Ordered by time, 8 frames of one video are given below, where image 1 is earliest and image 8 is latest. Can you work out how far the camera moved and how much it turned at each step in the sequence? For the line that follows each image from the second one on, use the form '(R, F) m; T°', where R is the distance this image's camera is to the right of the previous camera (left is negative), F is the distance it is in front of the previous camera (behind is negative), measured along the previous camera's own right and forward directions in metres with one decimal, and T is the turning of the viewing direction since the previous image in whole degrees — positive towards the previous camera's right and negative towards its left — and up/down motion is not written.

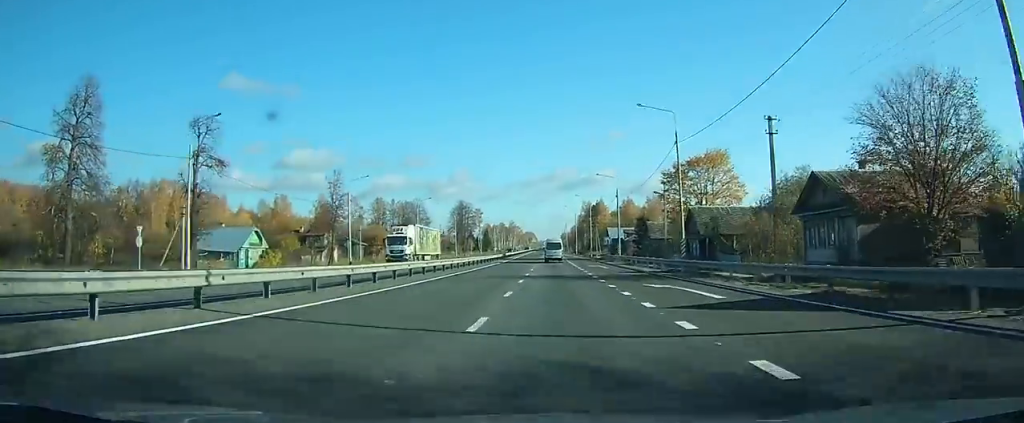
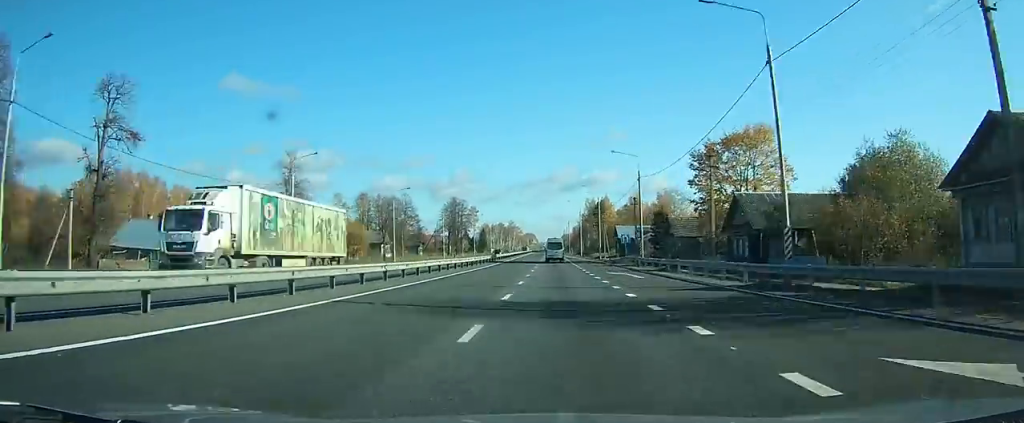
(0.0, +15.4) m; 0°
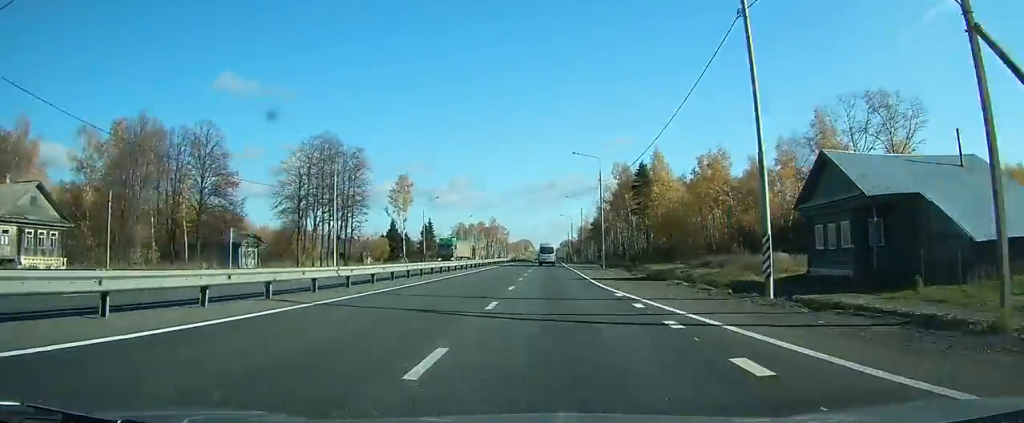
(+0.3, +105.5) m; 0°
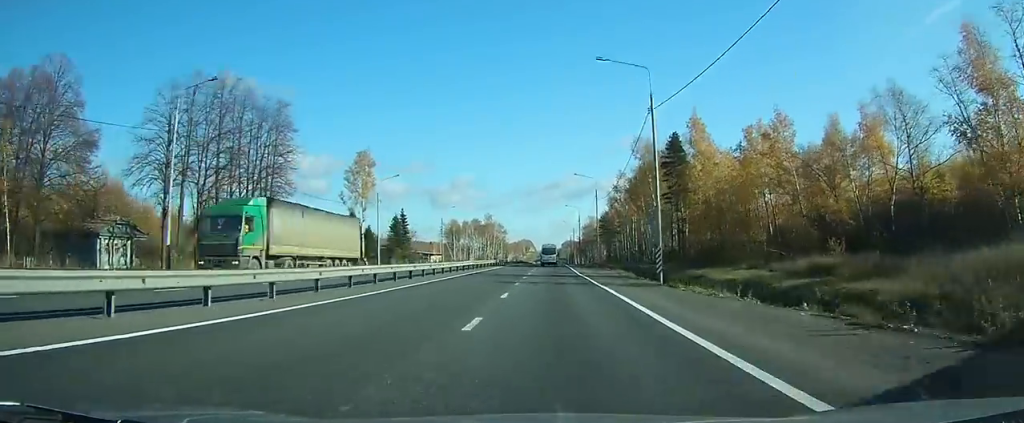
(0.0, +26.8) m; 0°
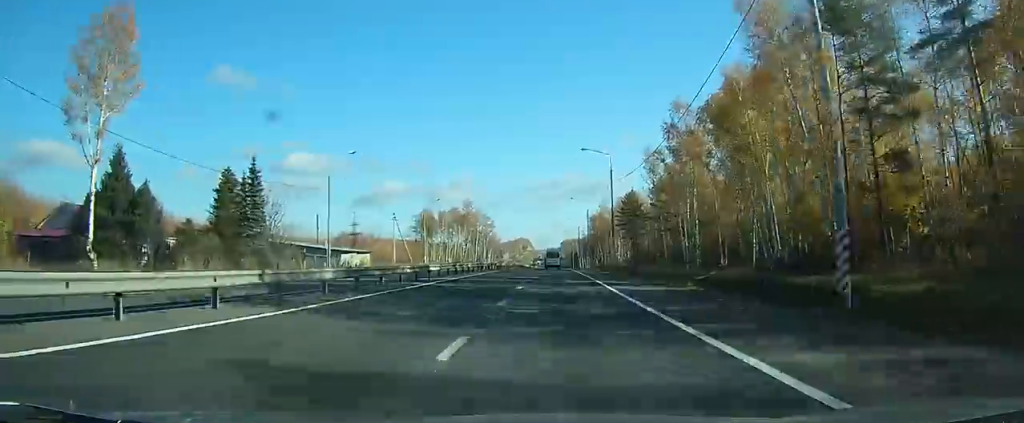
(-0.1, +56.2) m; 0°
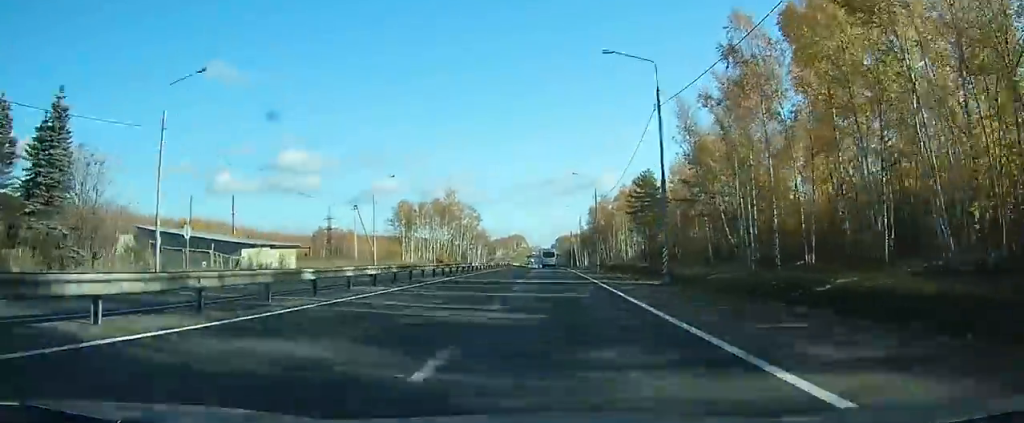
(0.0, +24.6) m; 0°
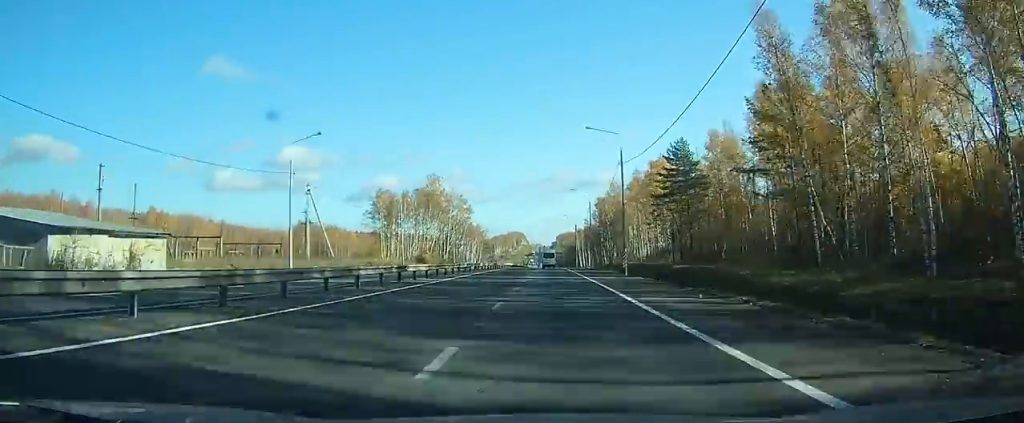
(0.0, +23.3) m; 0°
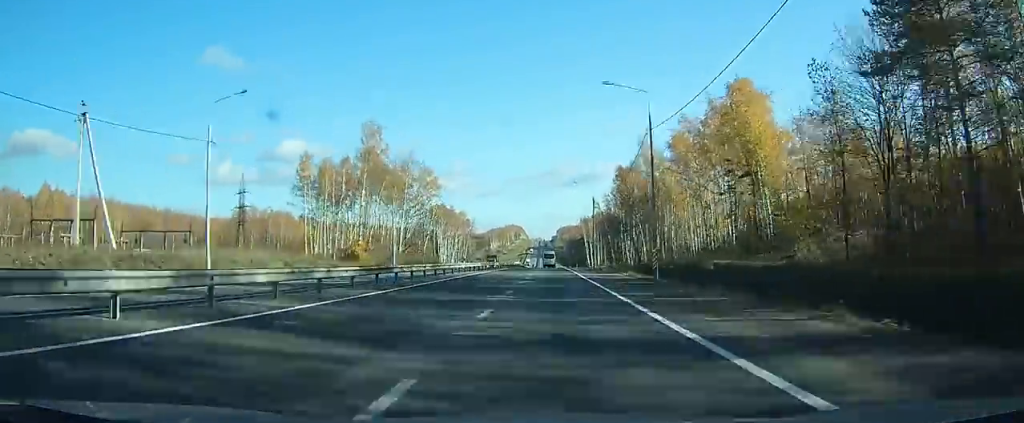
(+0.3, +52.0) m; +1°
